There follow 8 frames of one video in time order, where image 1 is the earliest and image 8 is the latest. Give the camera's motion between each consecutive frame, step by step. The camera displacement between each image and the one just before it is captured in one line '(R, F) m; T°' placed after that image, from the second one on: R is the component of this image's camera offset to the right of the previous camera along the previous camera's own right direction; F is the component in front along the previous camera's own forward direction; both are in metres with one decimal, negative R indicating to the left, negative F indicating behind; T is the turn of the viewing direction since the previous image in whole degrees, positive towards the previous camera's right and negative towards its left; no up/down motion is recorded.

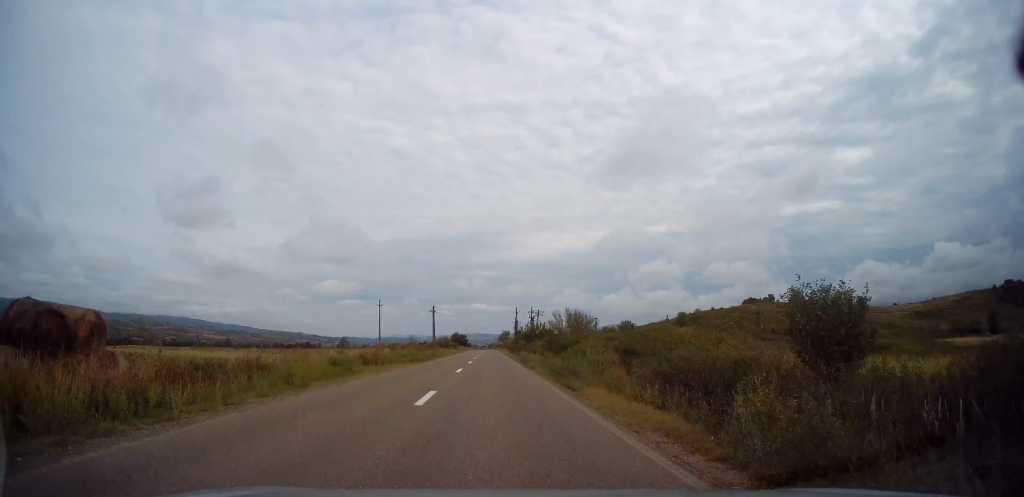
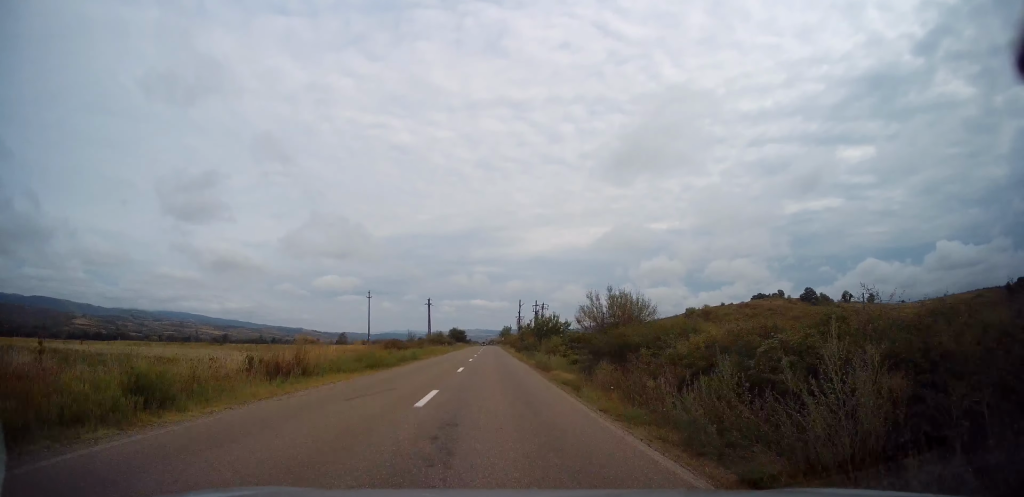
(-0.1, +12.1) m; +1°
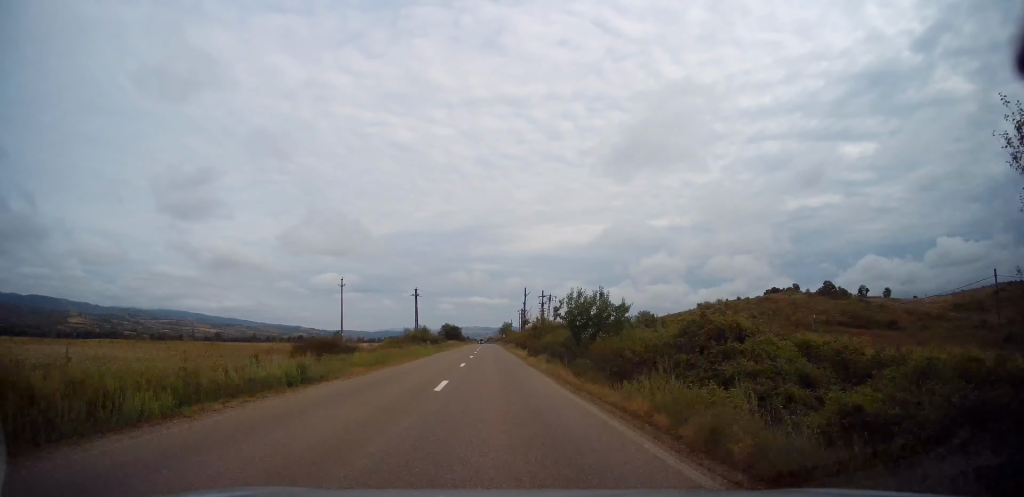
(+0.3, +20.8) m; 0°
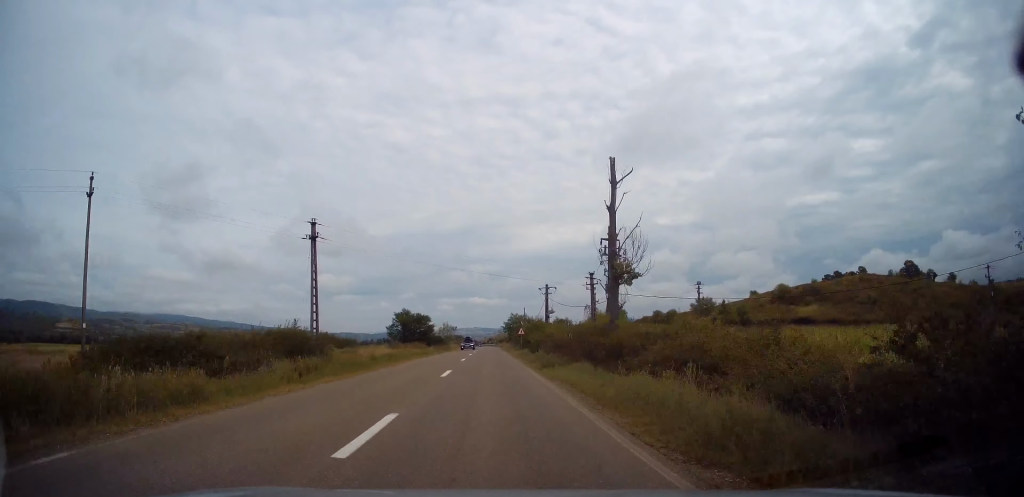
(0.0, +65.6) m; 0°
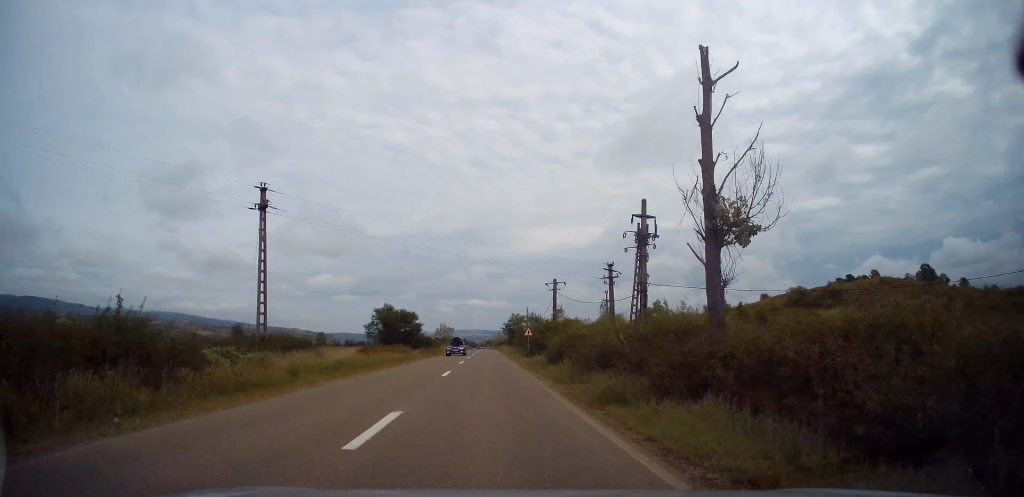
(-0.1, +11.3) m; 0°
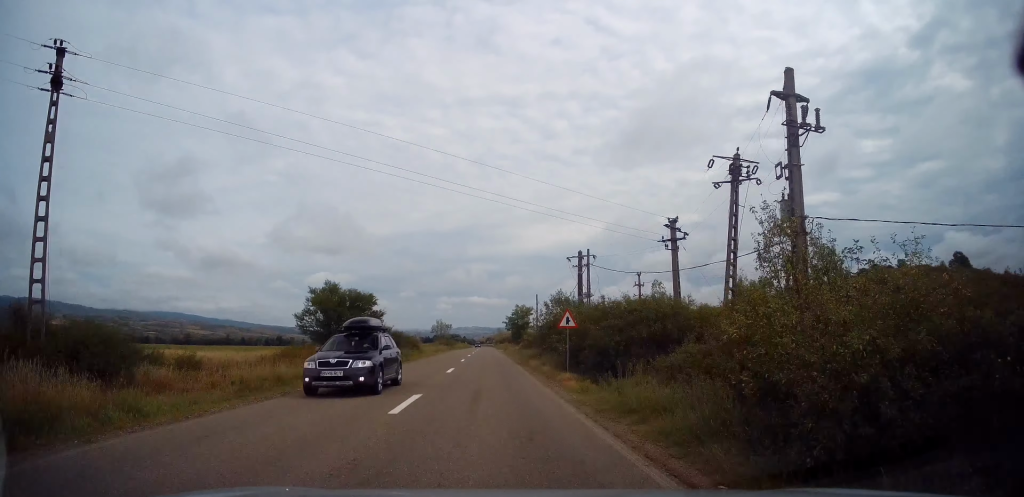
(-0.1, +20.8) m; 0°
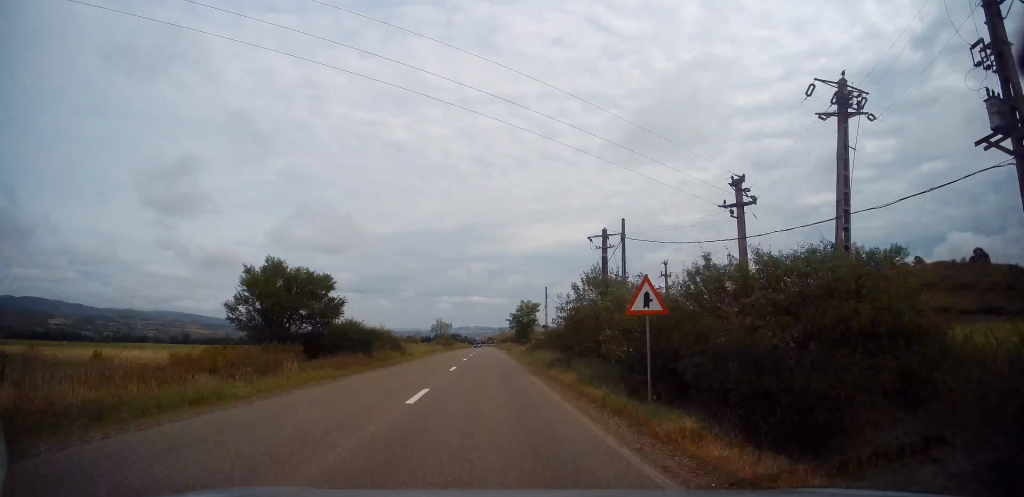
(+0.2, +10.4) m; -1°
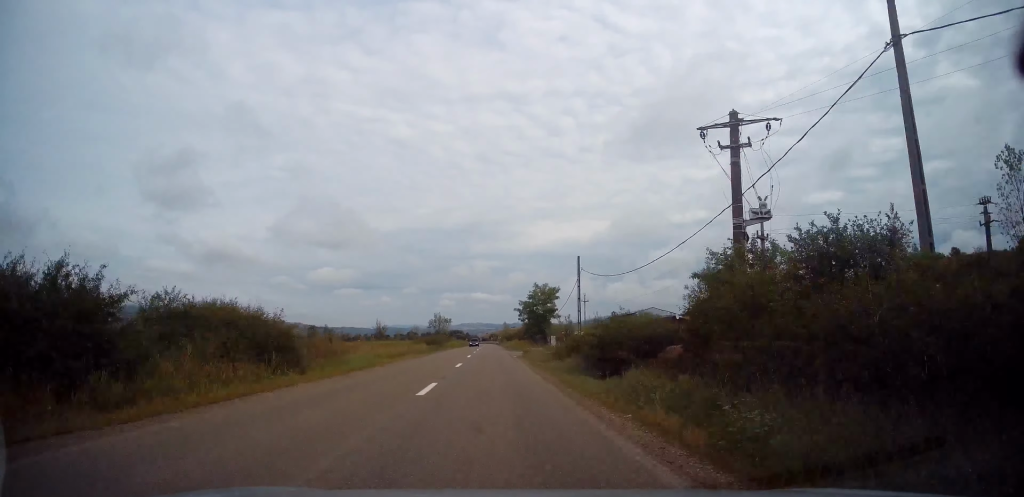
(-0.4, +22.4) m; 0°
